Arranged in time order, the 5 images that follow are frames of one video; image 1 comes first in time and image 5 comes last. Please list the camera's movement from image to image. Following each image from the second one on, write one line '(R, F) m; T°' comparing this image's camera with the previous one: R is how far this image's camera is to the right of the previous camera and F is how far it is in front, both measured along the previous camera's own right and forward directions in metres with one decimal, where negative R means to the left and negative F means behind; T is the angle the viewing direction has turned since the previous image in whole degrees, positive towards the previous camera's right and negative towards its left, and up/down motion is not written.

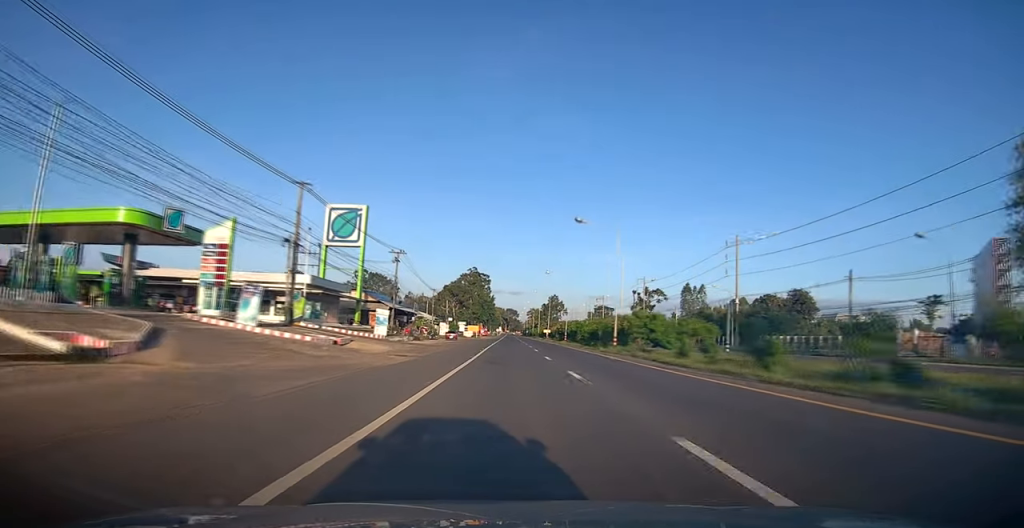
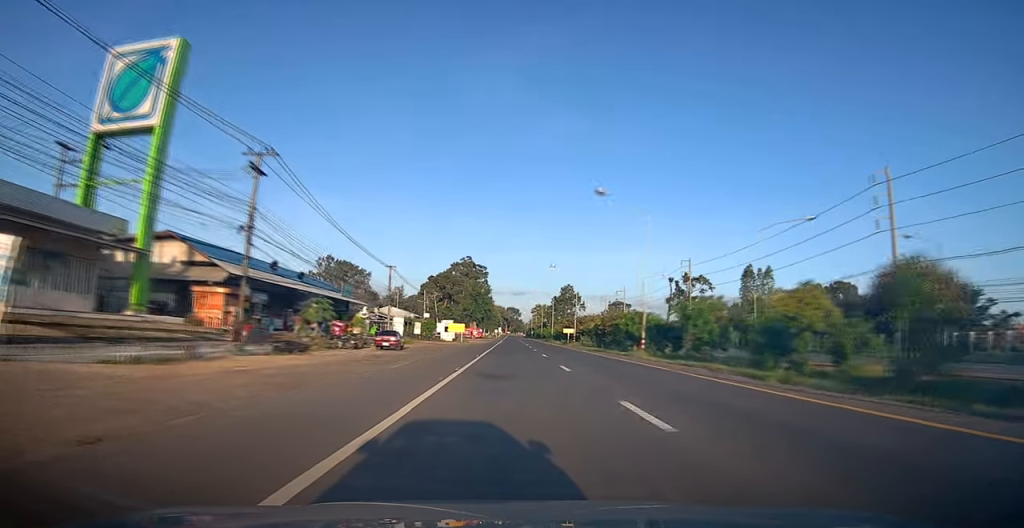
(-0.6, +44.9) m; -1°
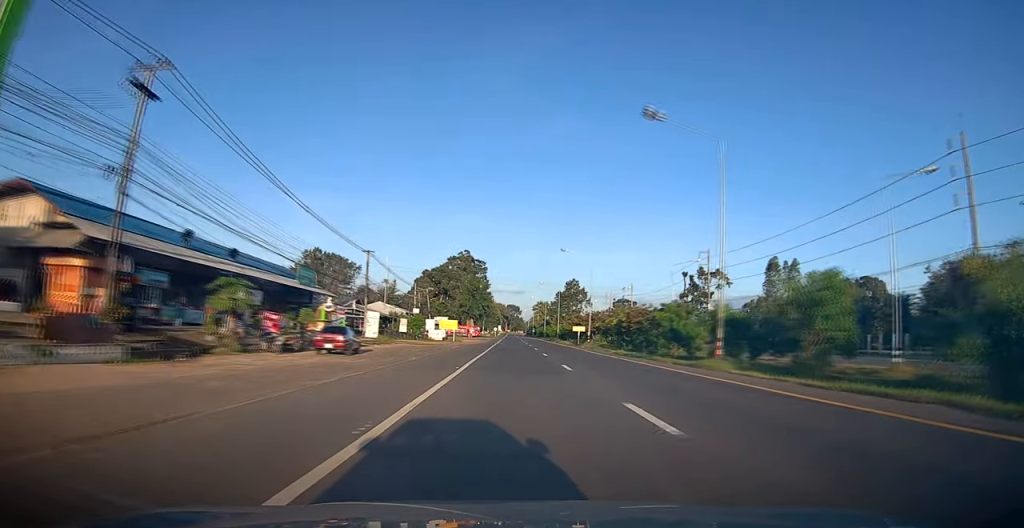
(0.0, +12.3) m; 0°
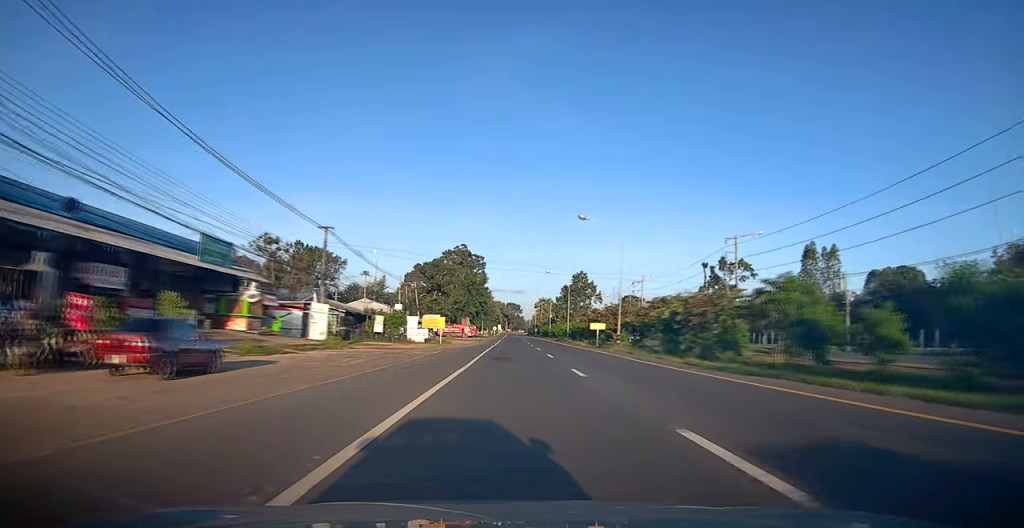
(0.0, +15.0) m; +1°
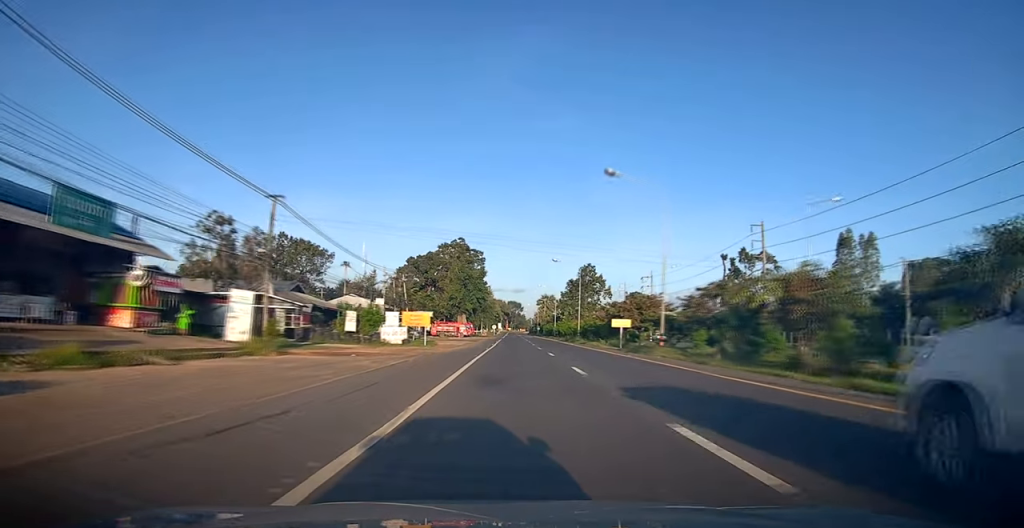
(+0.1, +11.8) m; 0°
